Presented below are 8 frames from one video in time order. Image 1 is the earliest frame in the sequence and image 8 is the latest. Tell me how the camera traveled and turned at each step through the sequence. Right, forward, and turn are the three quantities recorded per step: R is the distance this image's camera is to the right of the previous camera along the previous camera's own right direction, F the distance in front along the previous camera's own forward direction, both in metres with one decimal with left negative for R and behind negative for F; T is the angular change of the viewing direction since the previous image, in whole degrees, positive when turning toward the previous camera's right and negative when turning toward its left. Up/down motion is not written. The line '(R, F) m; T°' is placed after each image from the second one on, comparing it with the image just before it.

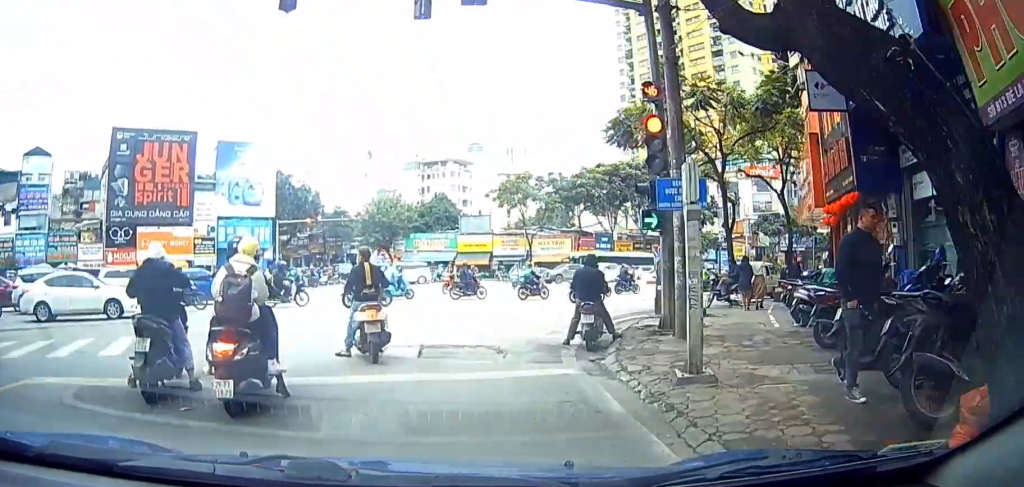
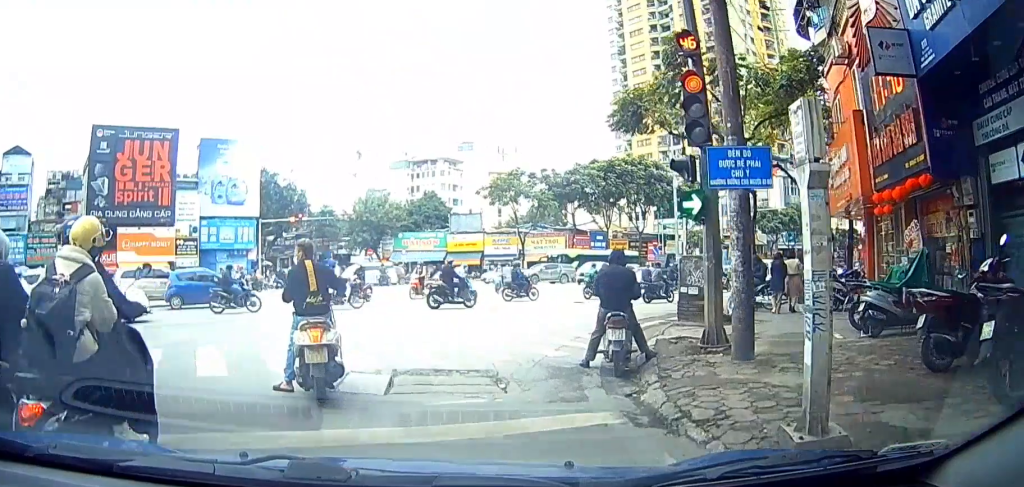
(0.0, +2.3) m; 0°
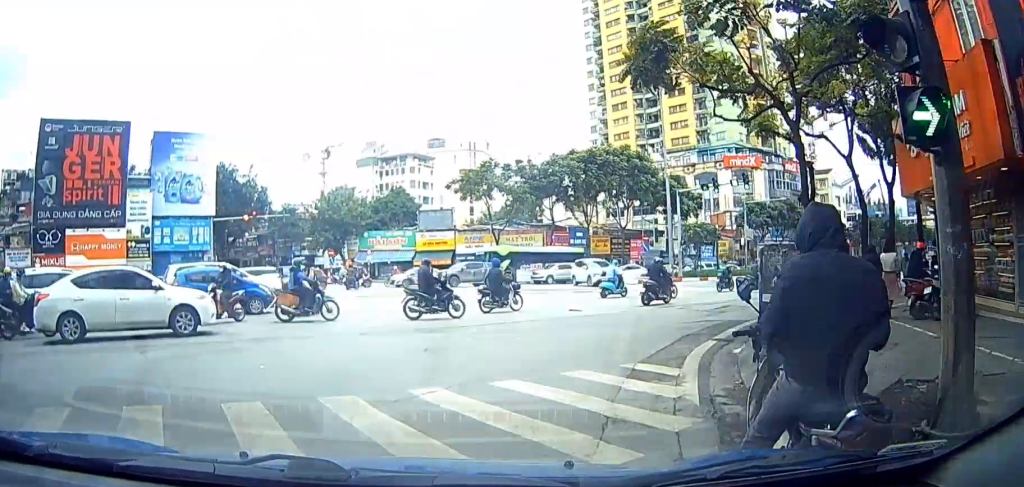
(+0.1, +6.7) m; +4°
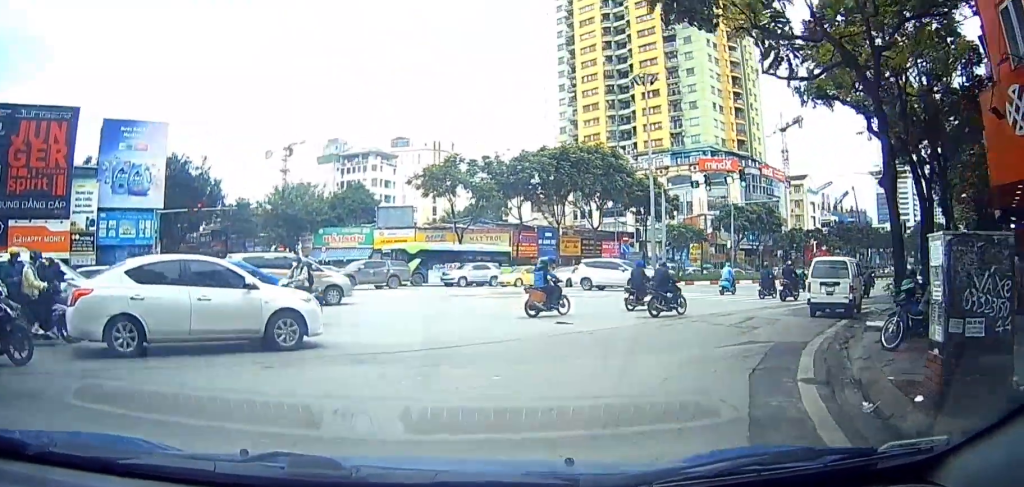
(+0.3, +6.4) m; +5°
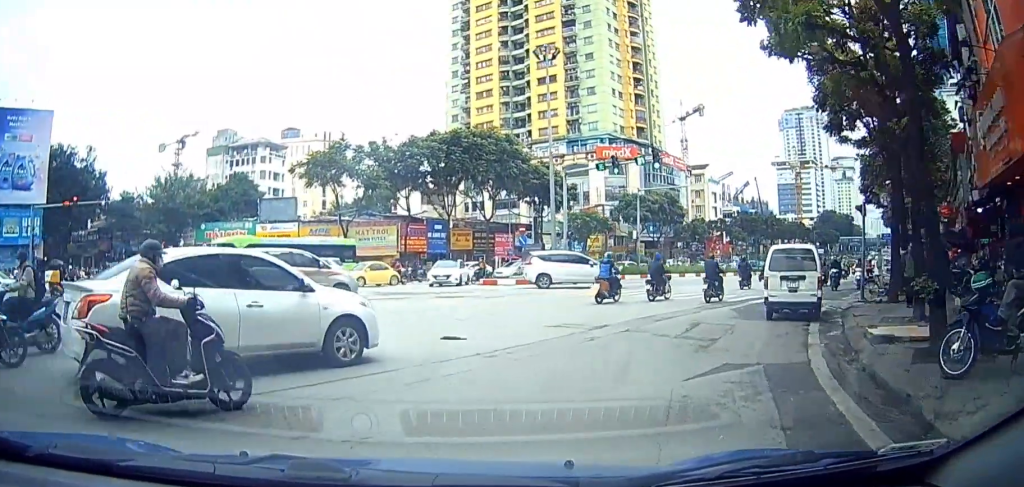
(+0.2, +5.9) m; +4°
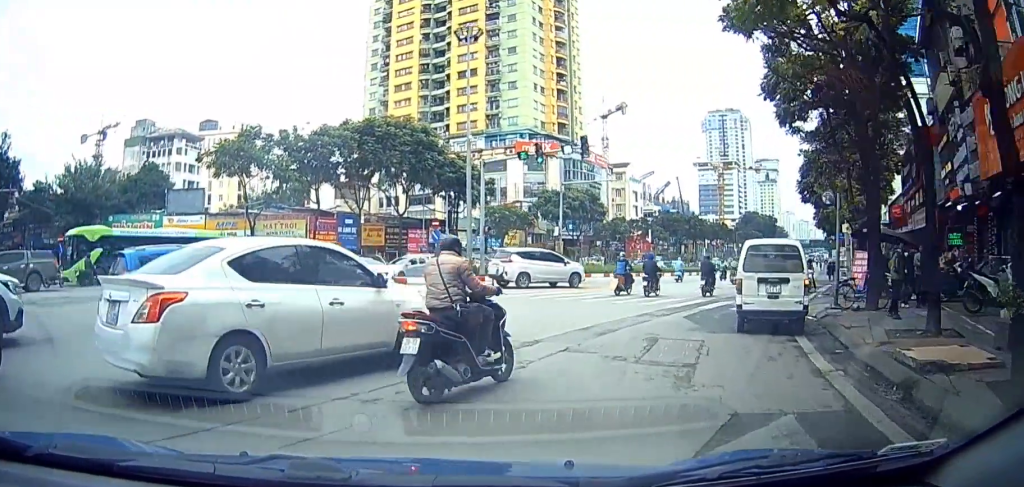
(+0.1, +4.6) m; +2°
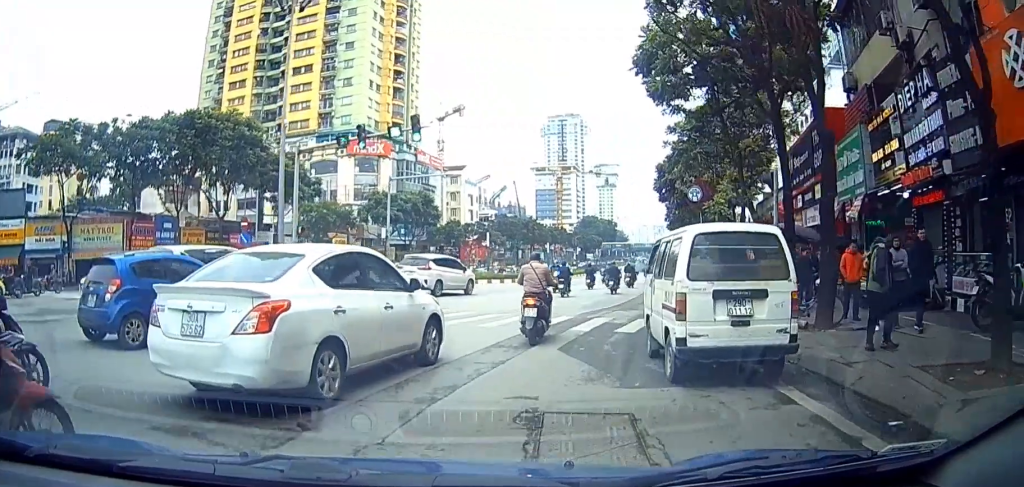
(+0.1, +6.6) m; +3°
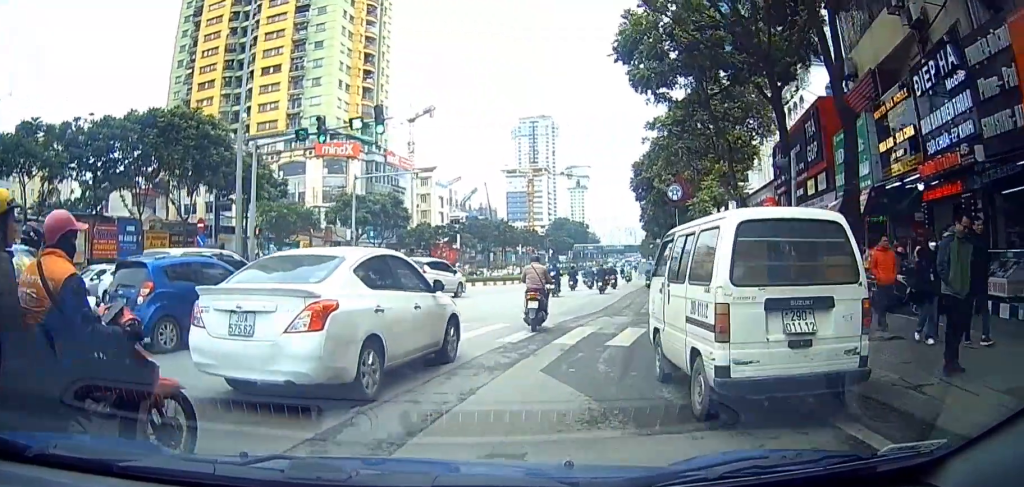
(0.0, +1.9) m; +1°
